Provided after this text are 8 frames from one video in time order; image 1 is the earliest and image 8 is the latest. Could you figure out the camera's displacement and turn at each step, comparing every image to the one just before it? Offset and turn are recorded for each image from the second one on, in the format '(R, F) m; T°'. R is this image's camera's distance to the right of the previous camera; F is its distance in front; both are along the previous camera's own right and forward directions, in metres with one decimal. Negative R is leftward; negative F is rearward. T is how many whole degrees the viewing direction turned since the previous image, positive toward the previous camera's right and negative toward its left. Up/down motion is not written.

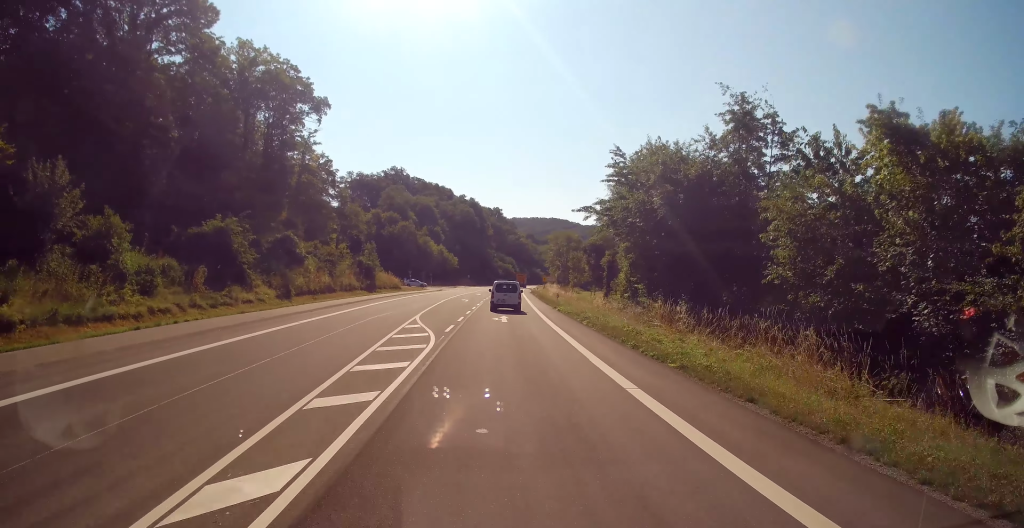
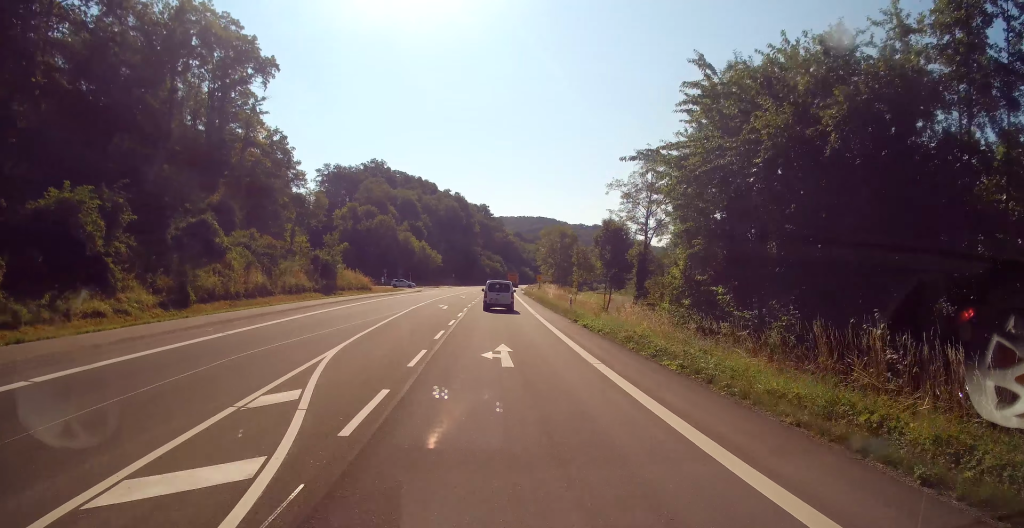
(-0.1, +14.0) m; +1°
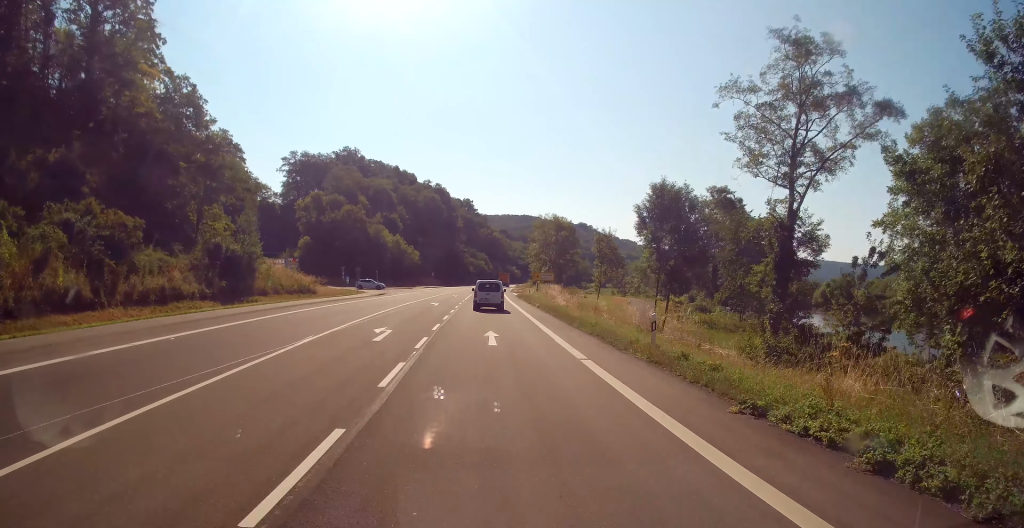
(+0.7, +21.7) m; +1°
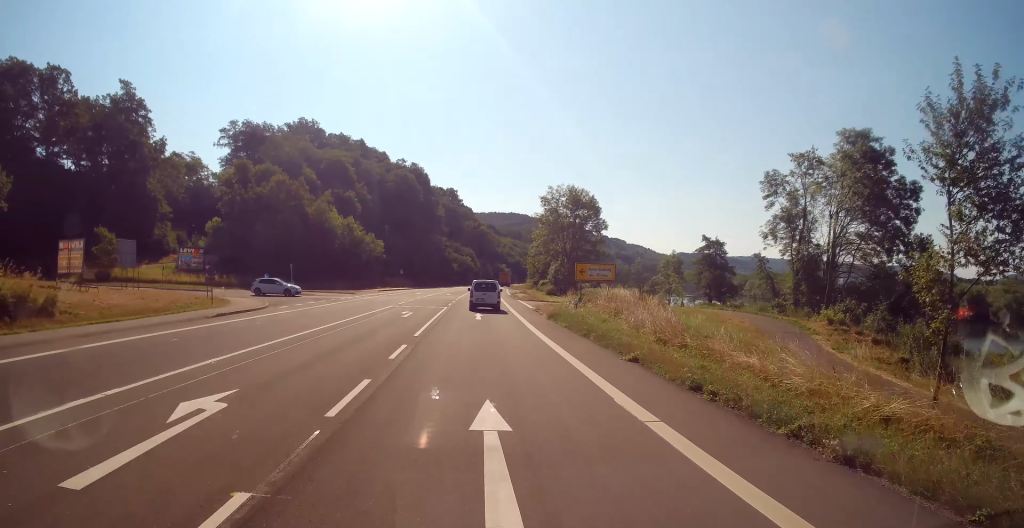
(0.0, +37.5) m; 0°
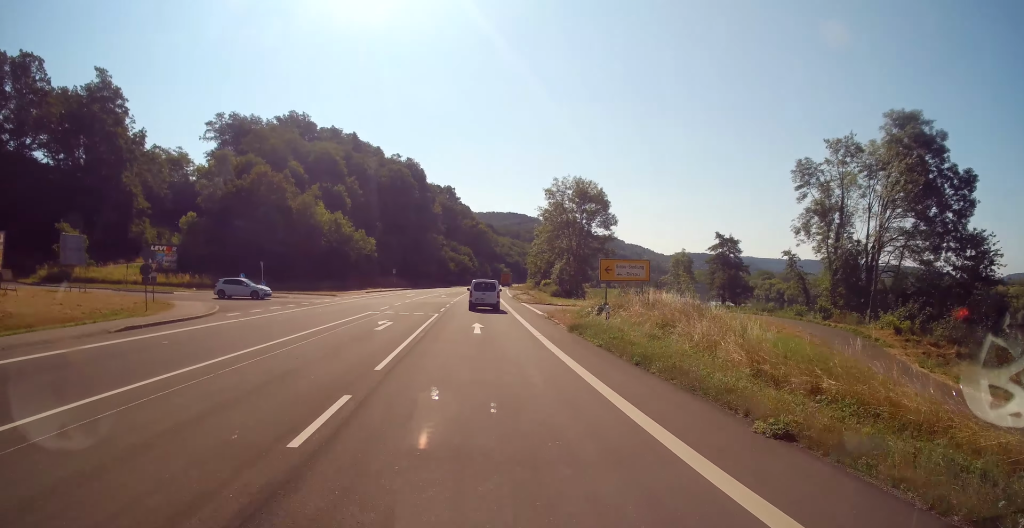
(-0.2, +7.5) m; 0°
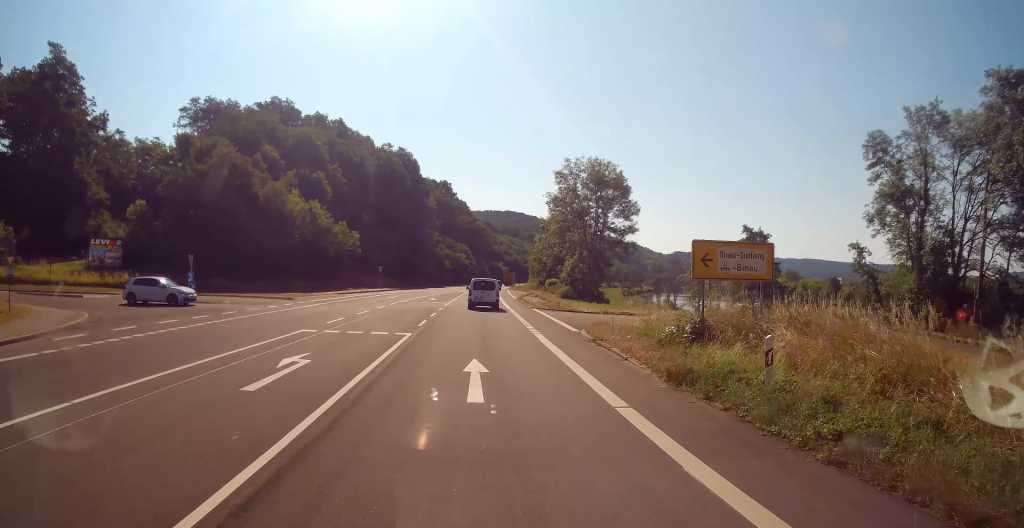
(0.0, +12.5) m; 0°
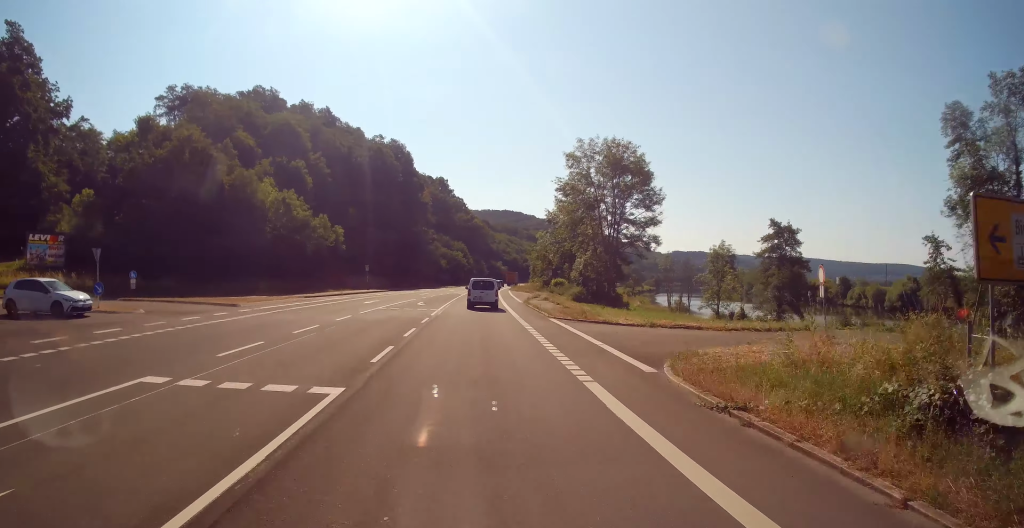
(+0.2, +10.0) m; 0°
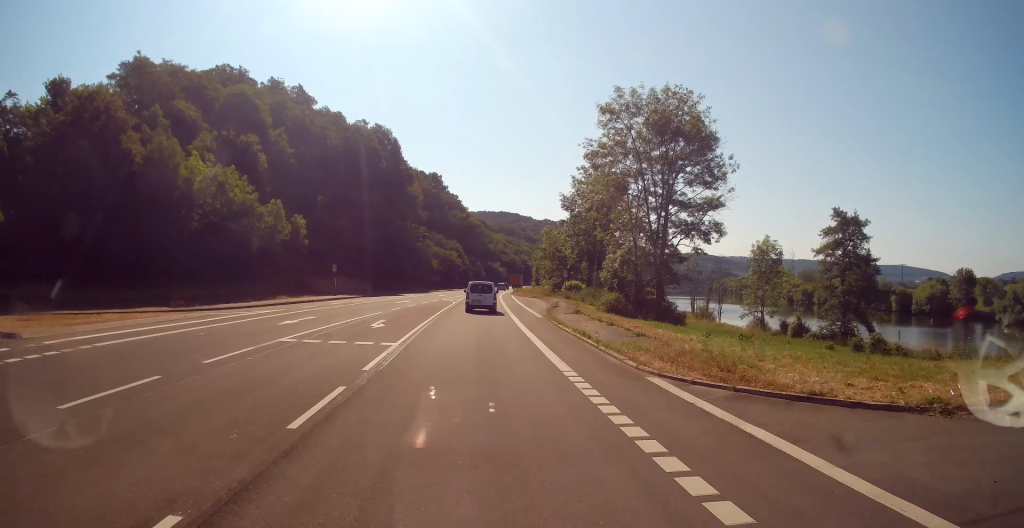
(-0.2, +16.9) m; 0°
